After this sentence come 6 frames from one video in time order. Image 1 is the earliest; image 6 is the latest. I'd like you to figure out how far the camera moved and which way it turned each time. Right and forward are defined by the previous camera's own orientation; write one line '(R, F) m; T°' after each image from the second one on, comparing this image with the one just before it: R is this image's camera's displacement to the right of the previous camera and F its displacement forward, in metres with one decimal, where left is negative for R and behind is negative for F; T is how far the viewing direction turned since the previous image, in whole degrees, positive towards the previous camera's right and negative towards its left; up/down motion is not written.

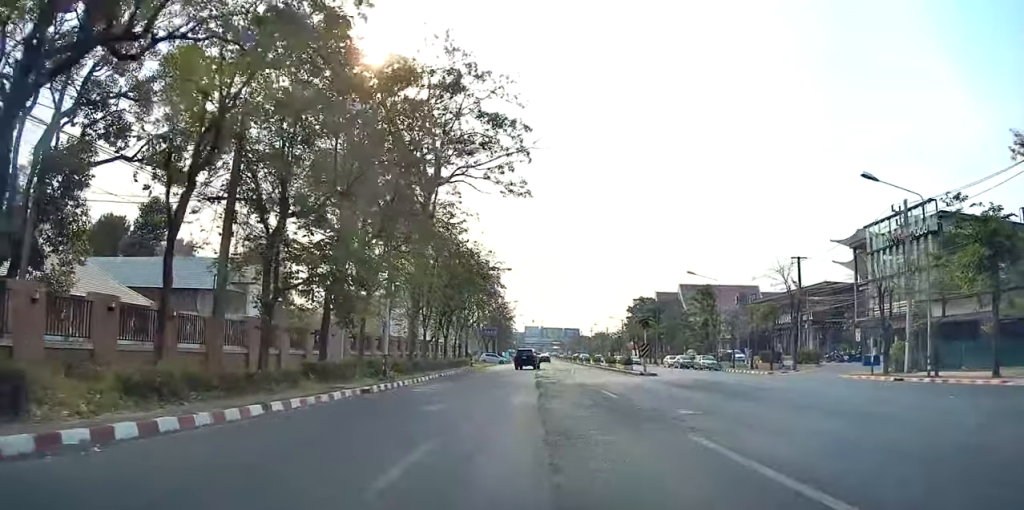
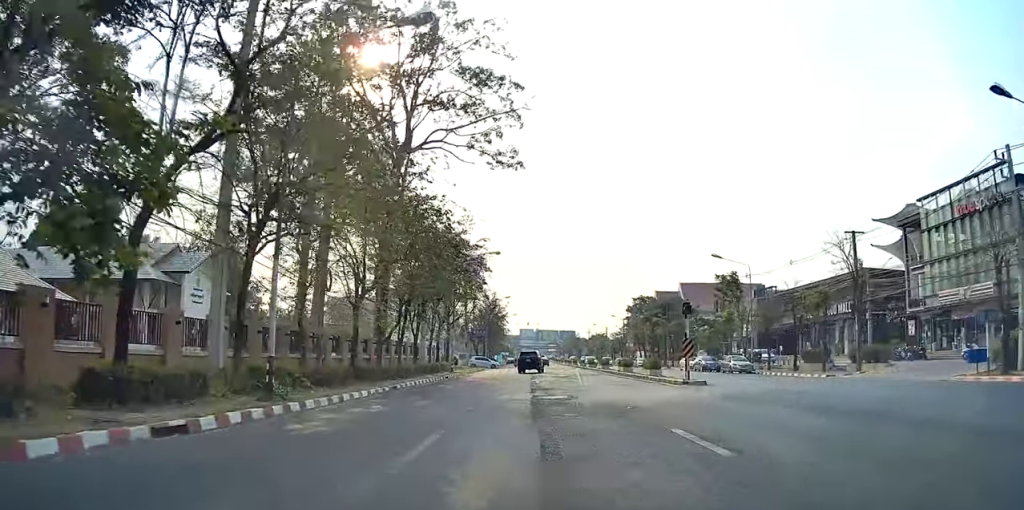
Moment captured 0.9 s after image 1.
(+0.1, +11.6) m; 0°
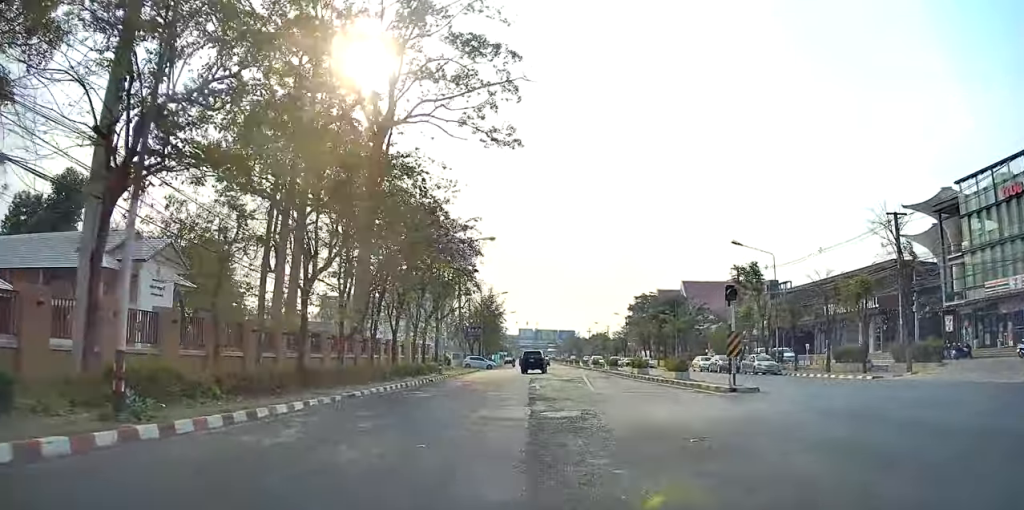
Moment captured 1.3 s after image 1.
(-0.1, +6.4) m; +1°
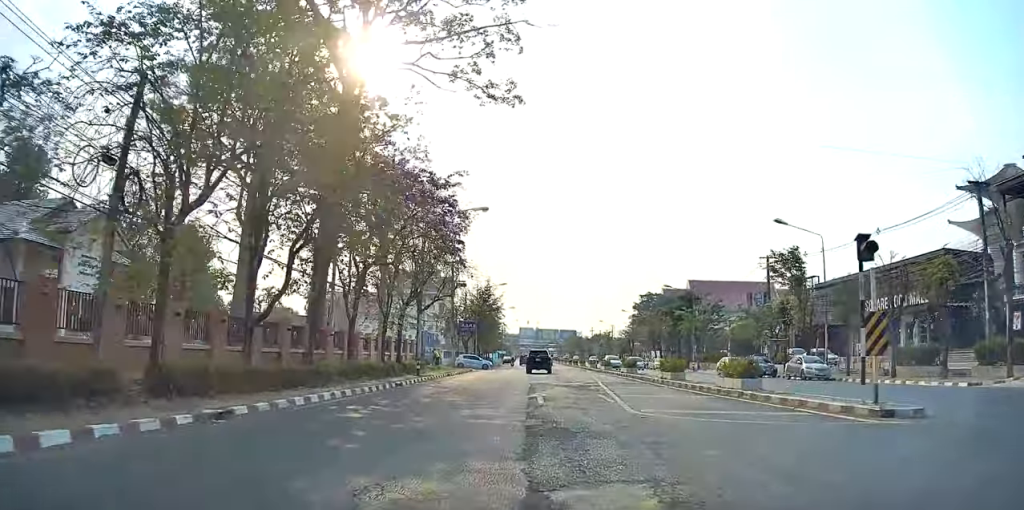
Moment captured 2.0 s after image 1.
(+0.1, +9.0) m; 0°
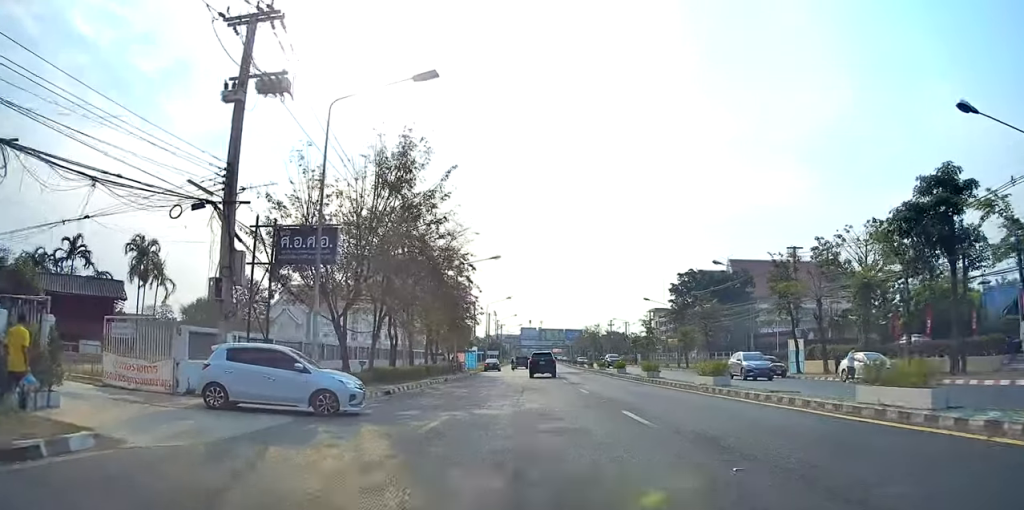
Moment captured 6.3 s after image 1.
(-0.3, +53.1) m; 0°
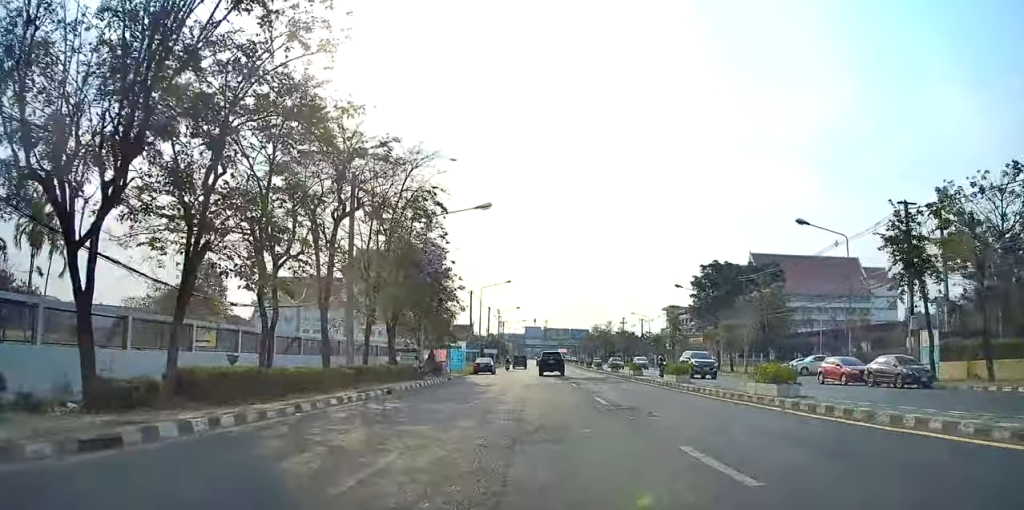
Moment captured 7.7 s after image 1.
(+0.5, +17.2) m; +2°
